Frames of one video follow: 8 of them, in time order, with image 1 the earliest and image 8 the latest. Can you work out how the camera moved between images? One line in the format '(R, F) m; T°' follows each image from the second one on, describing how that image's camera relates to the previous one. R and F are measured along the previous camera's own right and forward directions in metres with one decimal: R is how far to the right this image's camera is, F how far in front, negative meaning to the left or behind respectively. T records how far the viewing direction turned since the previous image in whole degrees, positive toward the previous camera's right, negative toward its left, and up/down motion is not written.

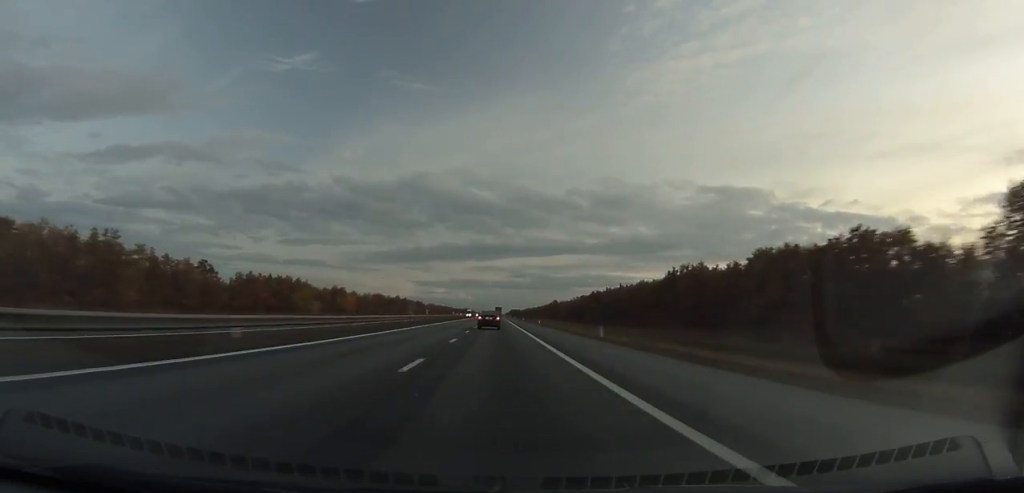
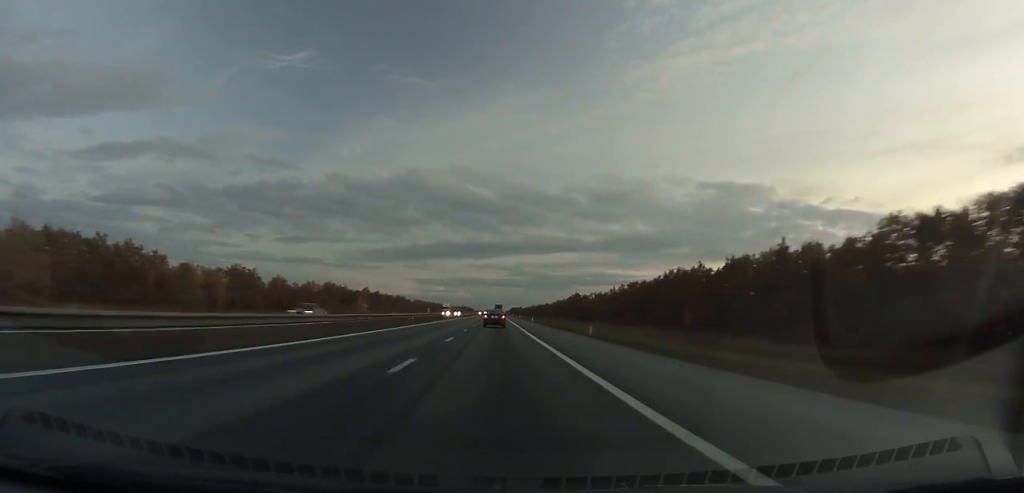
(0.0, +97.0) m; 0°
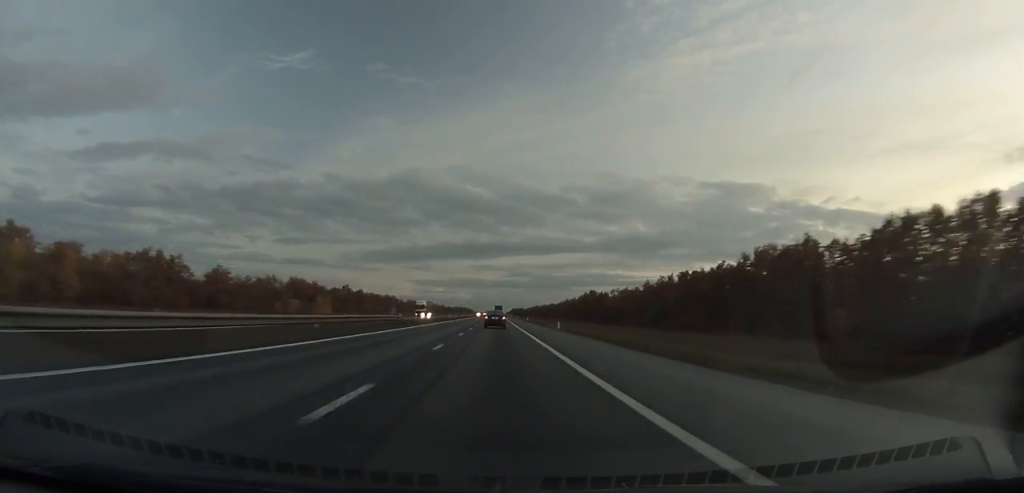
(0.0, +41.0) m; 0°
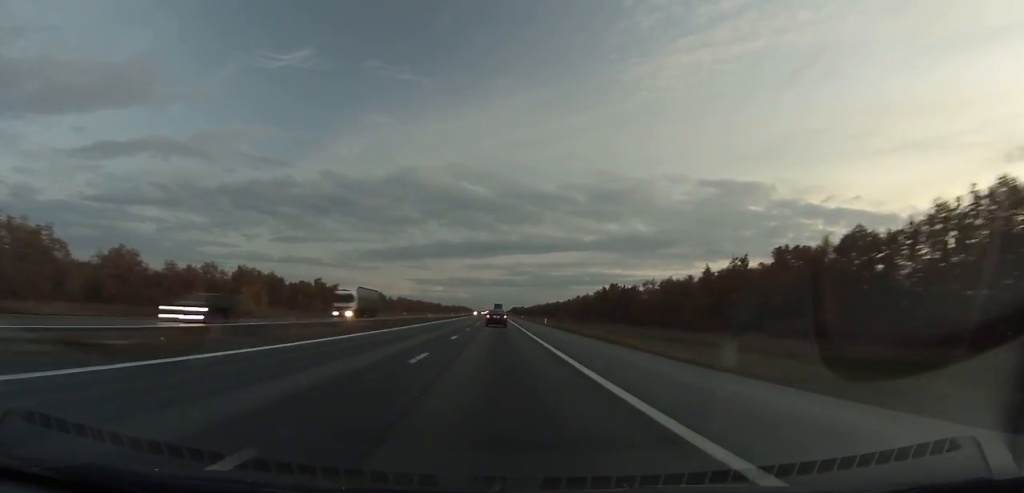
(0.0, +41.0) m; 0°
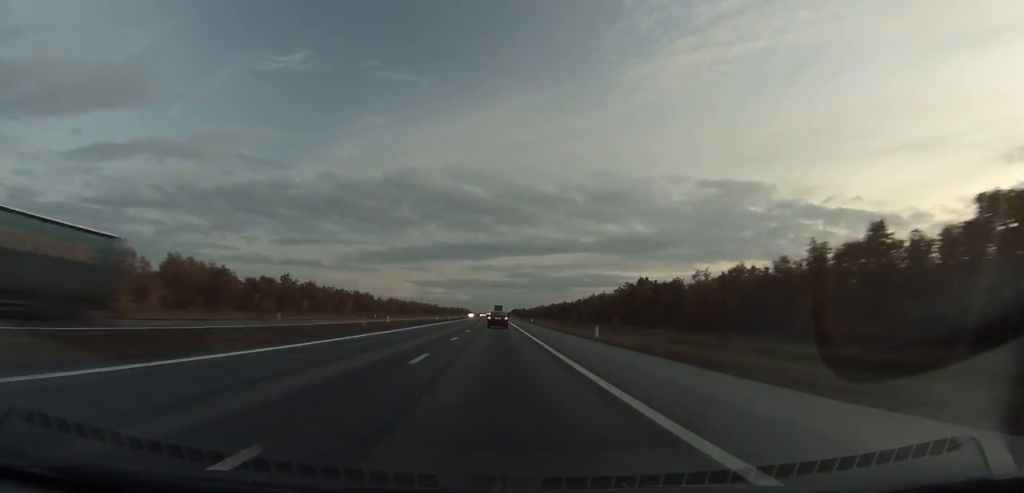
(0.0, +35.2) m; 0°
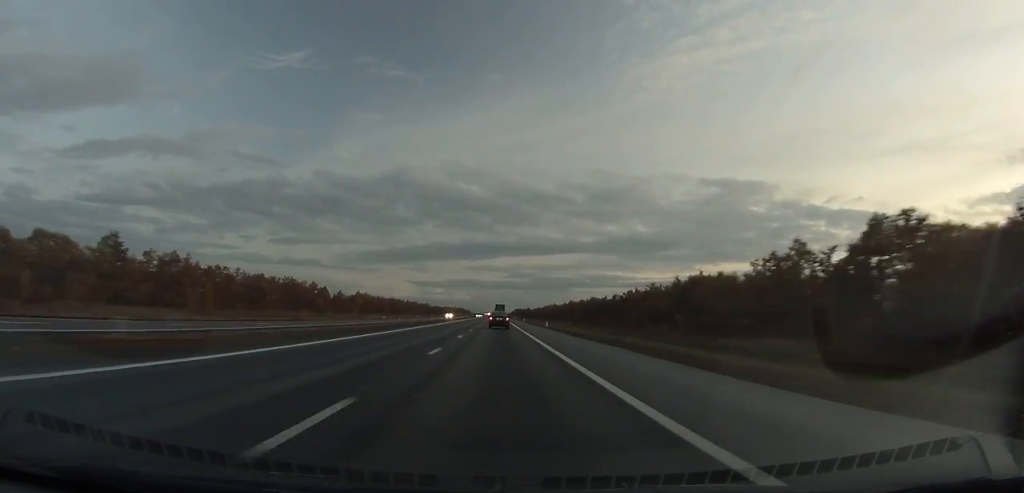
(-0.1, +94.1) m; 0°
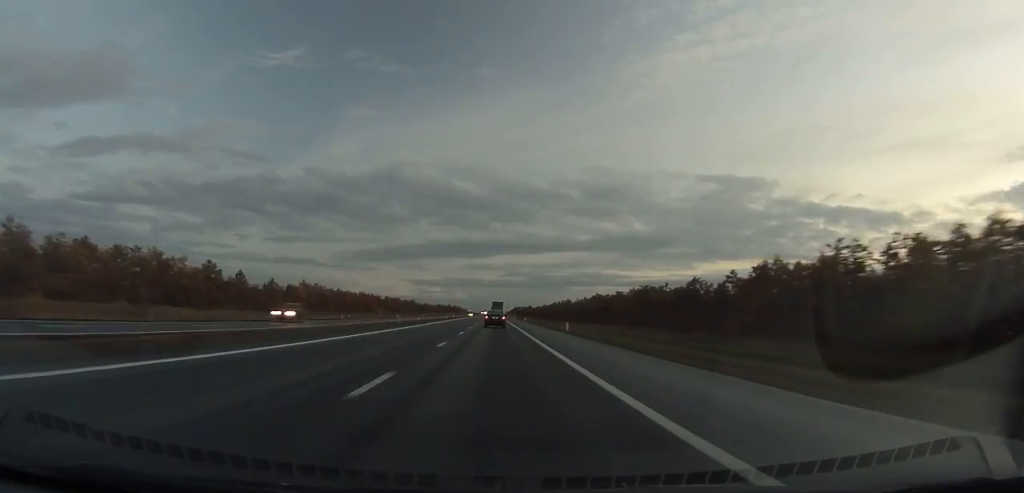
(-0.1, +79.9) m; 0°
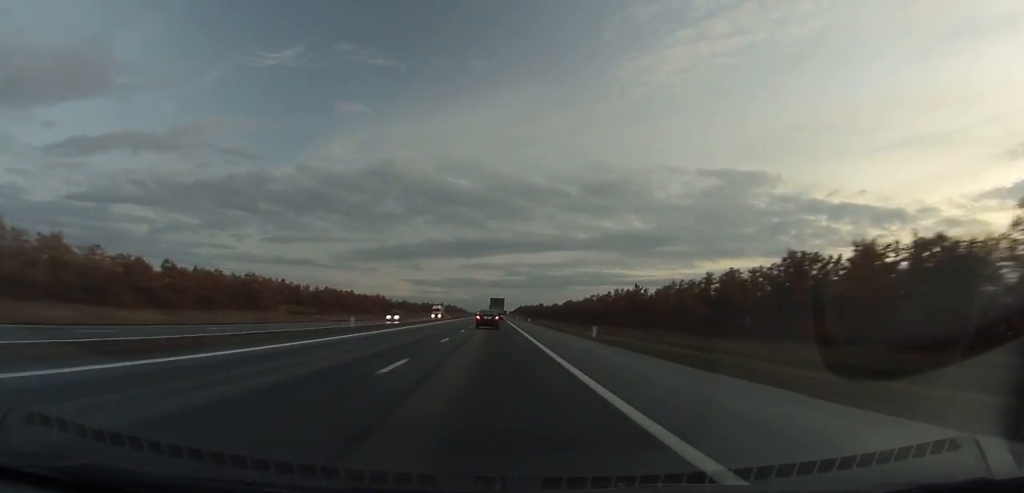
(-0.3, +141.0) m; 0°
